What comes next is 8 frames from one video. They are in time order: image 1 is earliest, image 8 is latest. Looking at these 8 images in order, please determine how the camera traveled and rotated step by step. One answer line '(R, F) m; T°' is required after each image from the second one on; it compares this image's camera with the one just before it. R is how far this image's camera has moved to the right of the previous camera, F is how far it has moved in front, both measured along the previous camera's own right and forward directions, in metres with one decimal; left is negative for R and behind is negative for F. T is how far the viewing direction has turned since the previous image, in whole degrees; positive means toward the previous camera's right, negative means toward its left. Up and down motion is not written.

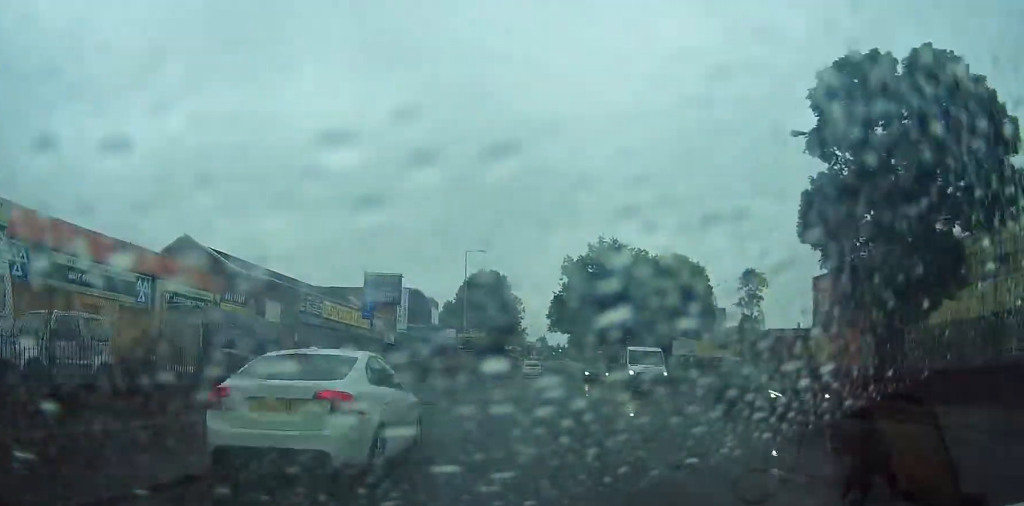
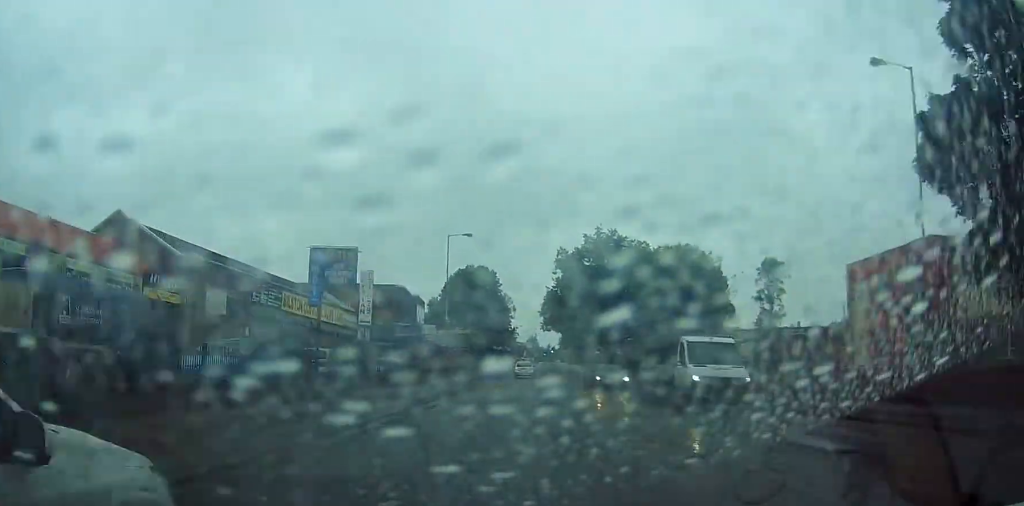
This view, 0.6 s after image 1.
(0.0, +7.6) m; 0°
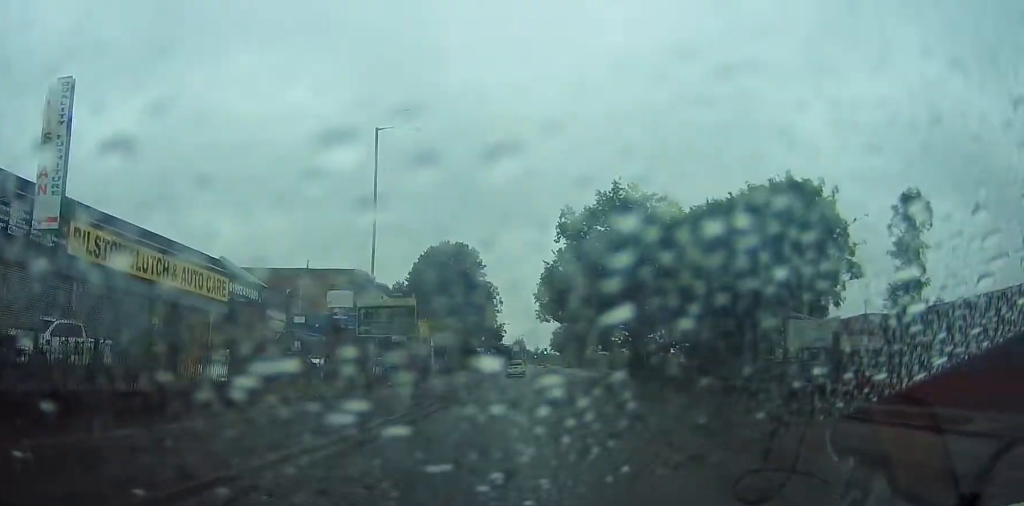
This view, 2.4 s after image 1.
(0.0, +23.3) m; +3°
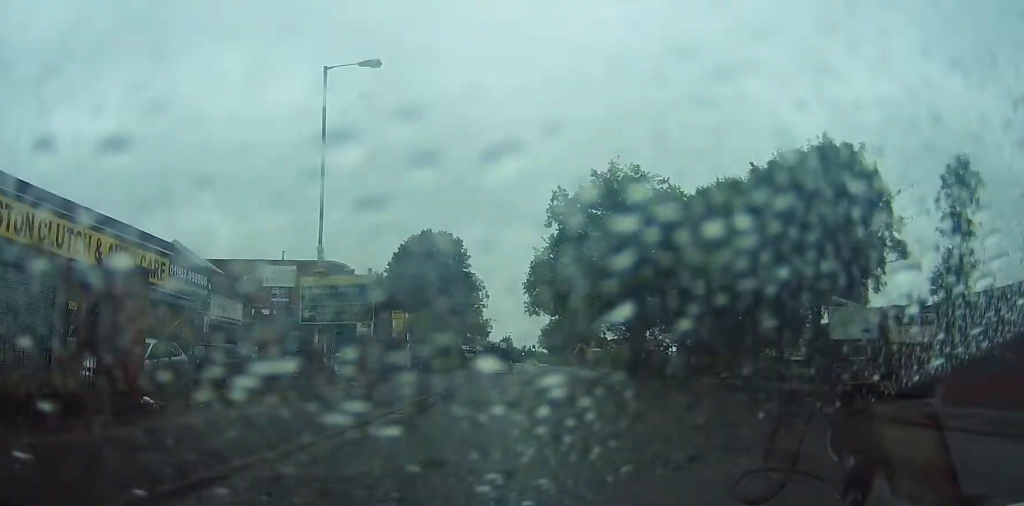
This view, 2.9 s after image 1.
(+0.2, +5.8) m; +1°
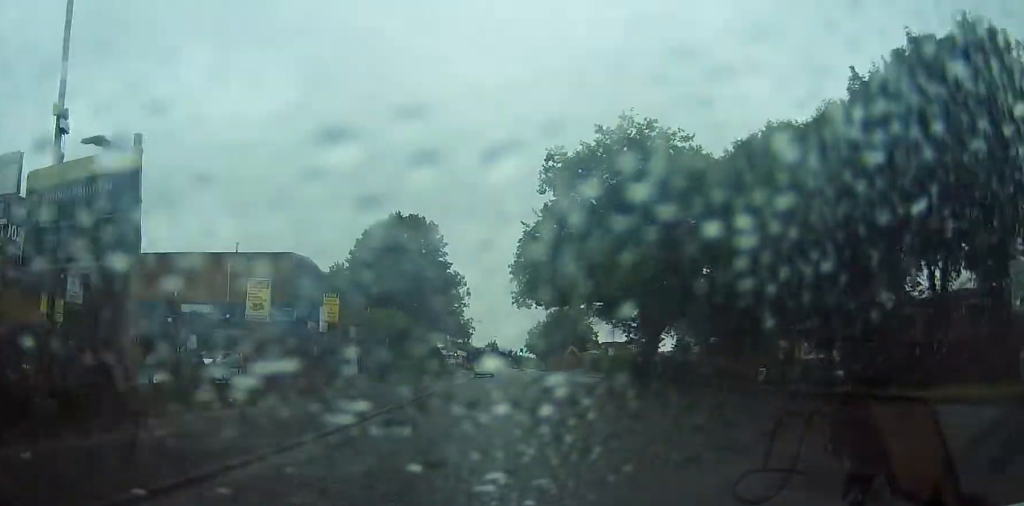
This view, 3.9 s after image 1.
(+0.3, +12.6) m; 0°
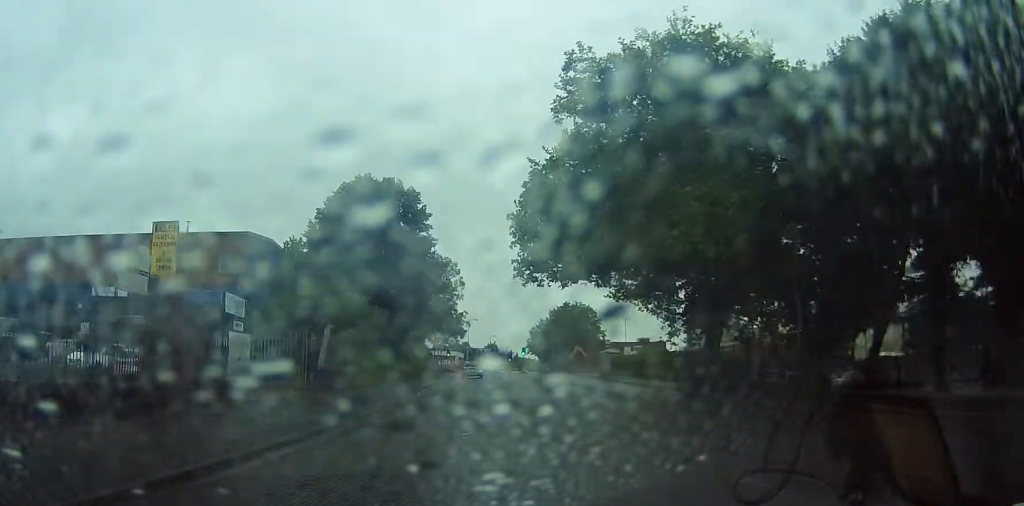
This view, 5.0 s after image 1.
(-0.4, +14.4) m; -1°
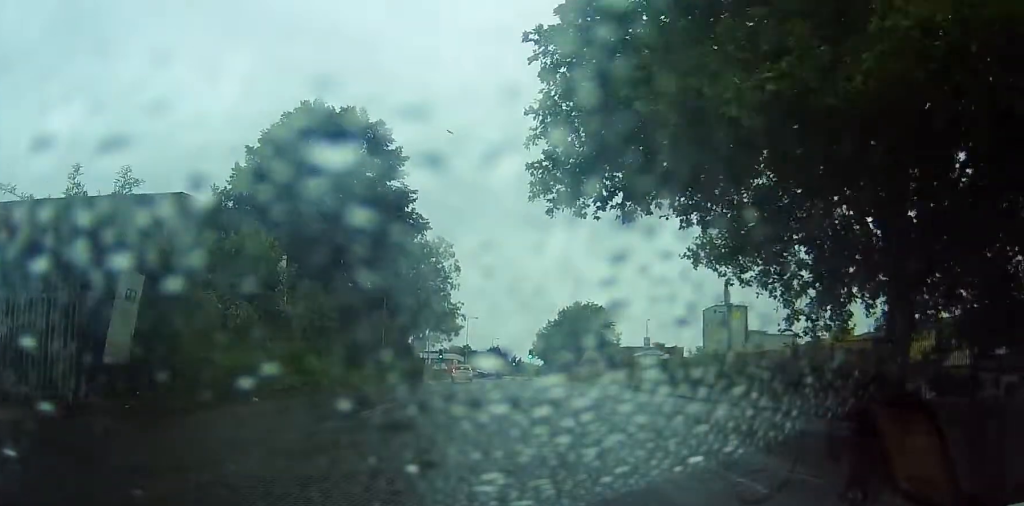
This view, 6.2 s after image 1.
(+0.3, +16.7) m; +2°
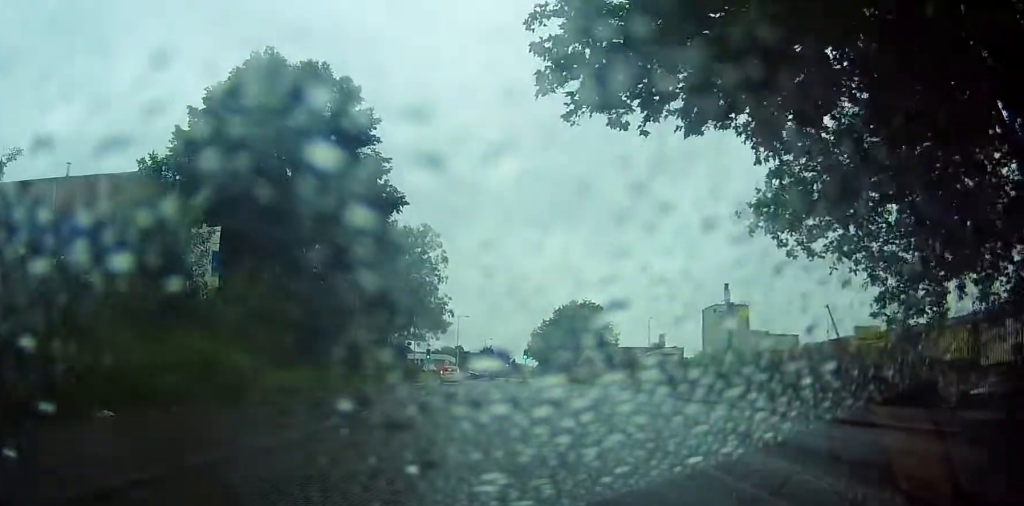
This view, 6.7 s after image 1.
(+0.1, +6.7) m; 0°
